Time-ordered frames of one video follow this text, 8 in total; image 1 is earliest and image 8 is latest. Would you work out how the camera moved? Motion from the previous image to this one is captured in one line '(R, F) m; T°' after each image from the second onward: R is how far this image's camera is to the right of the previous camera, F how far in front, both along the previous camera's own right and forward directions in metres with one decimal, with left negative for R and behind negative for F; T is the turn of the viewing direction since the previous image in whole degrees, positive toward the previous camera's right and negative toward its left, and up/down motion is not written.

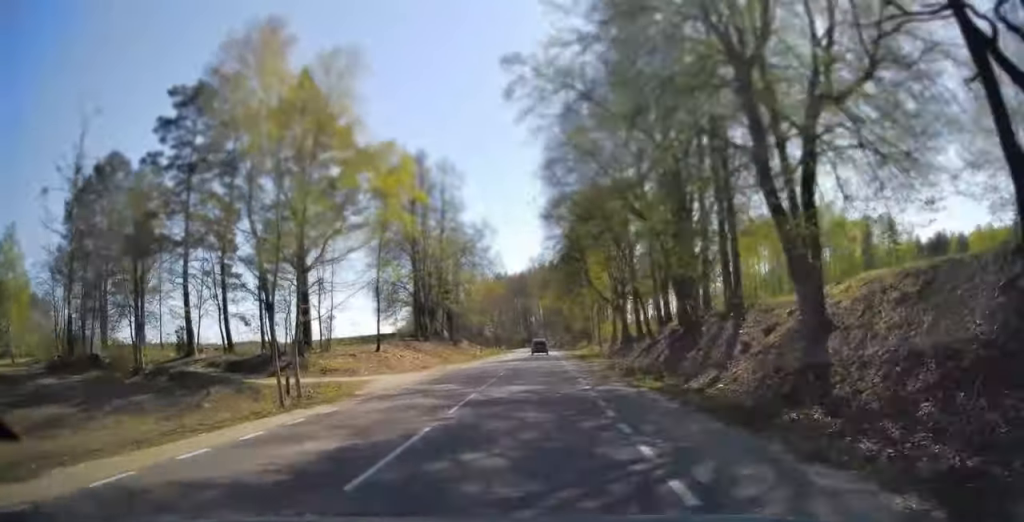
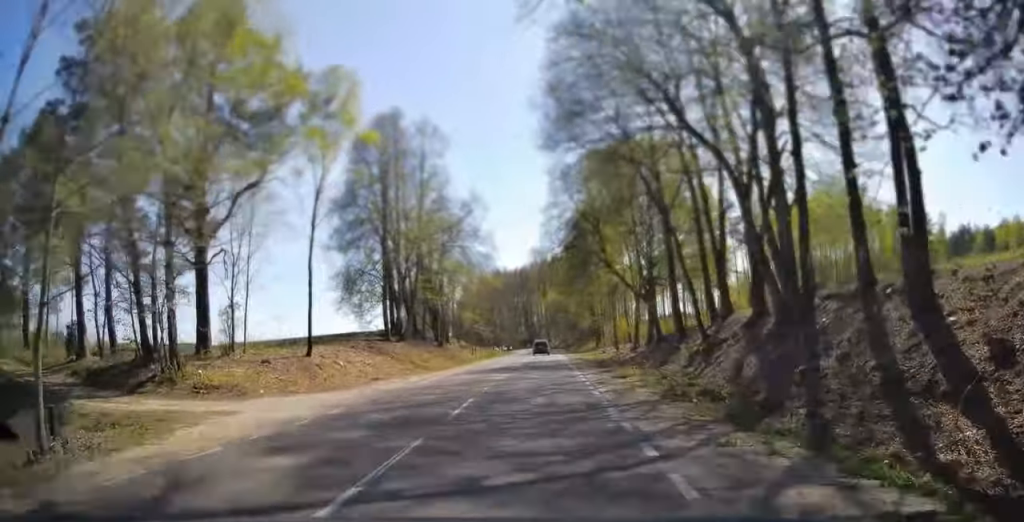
(-0.1, +12.8) m; 0°
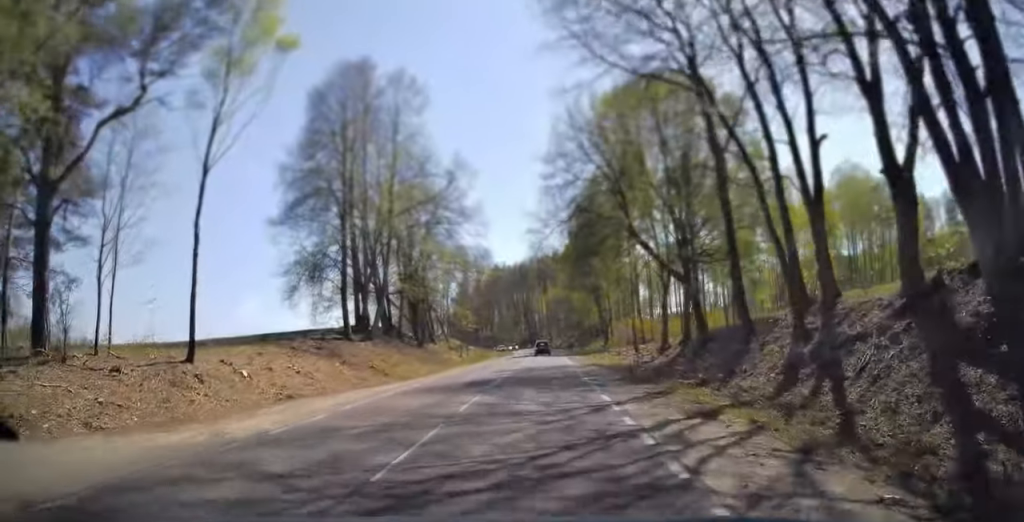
(0.0, +10.4) m; 0°
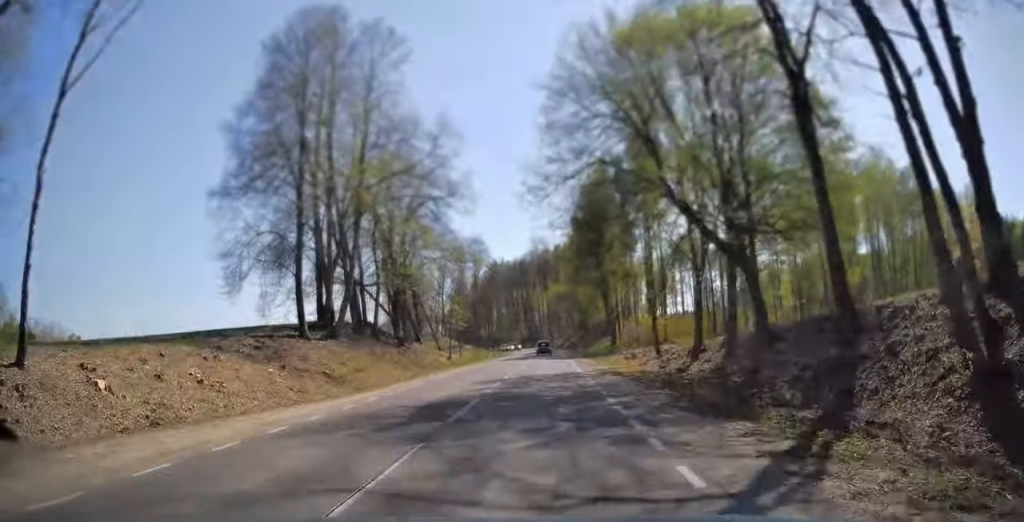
(0.0, +7.7) m; 0°
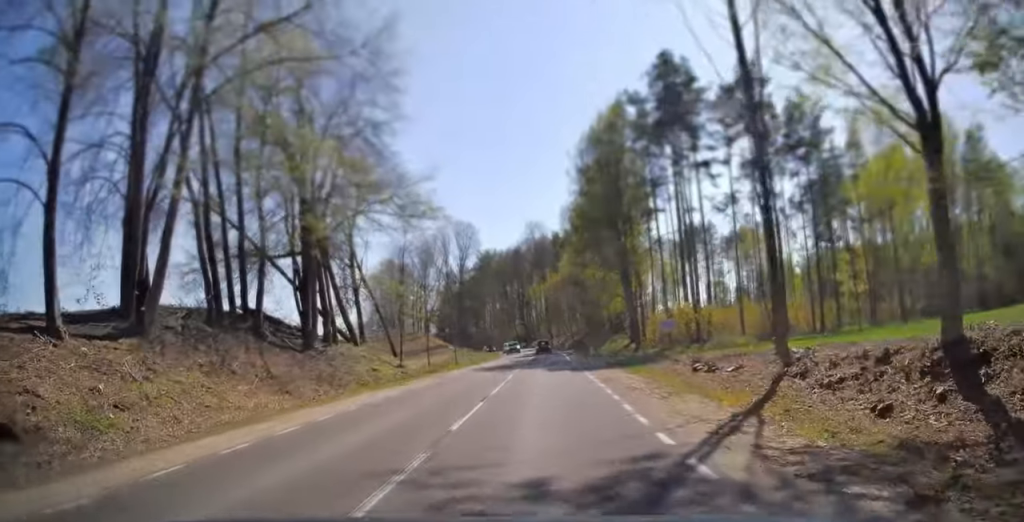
(0.0, +18.0) m; 0°
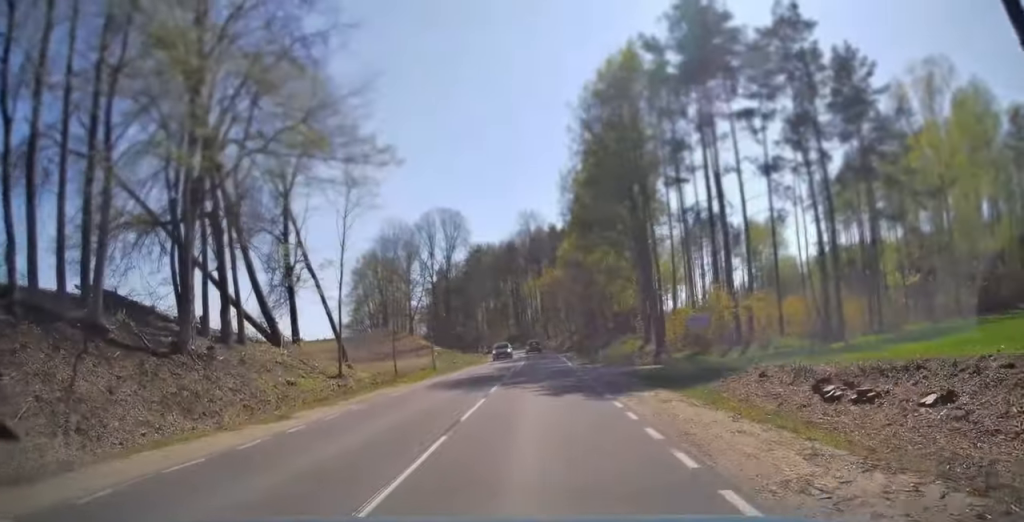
(0.0, +10.3) m; 0°
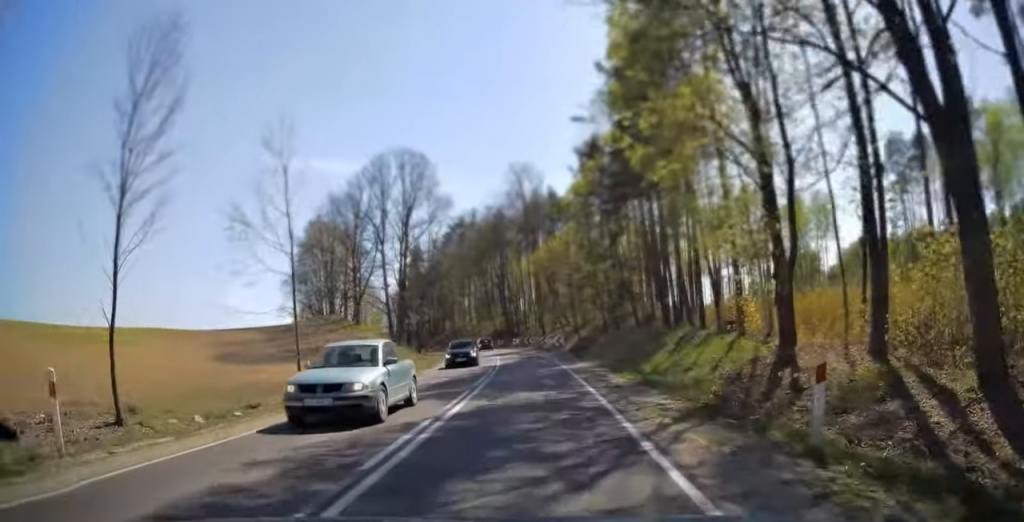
(0.0, +28.7) m; -1°
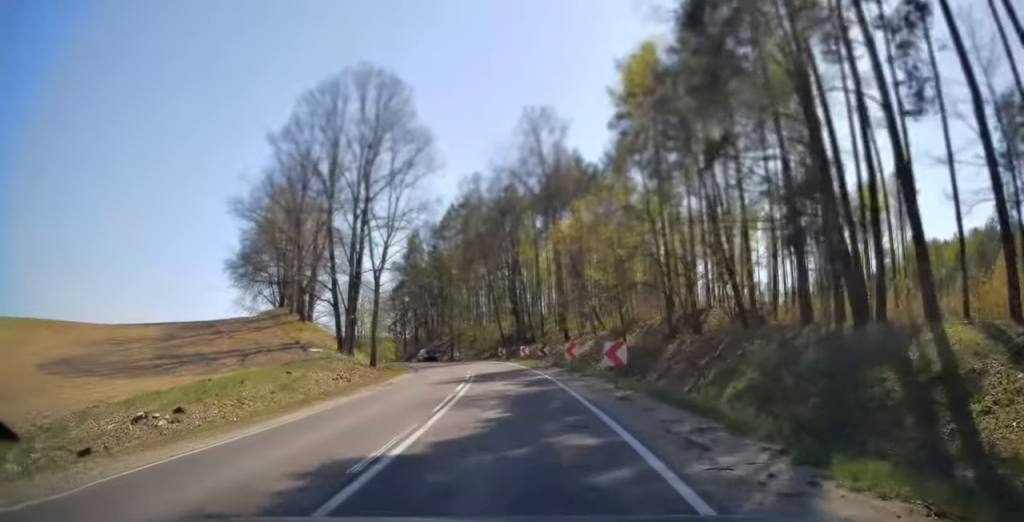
(-0.3, +23.5) m; -2°
